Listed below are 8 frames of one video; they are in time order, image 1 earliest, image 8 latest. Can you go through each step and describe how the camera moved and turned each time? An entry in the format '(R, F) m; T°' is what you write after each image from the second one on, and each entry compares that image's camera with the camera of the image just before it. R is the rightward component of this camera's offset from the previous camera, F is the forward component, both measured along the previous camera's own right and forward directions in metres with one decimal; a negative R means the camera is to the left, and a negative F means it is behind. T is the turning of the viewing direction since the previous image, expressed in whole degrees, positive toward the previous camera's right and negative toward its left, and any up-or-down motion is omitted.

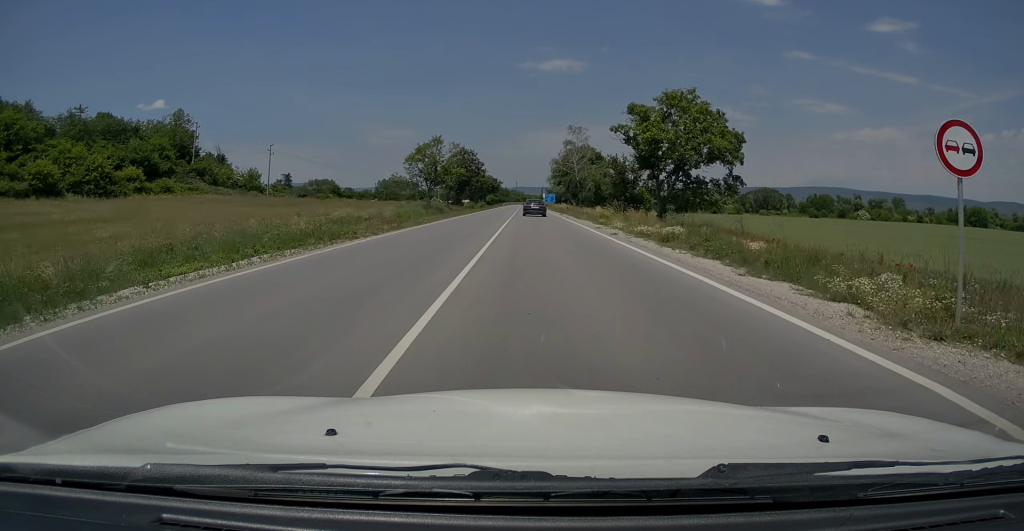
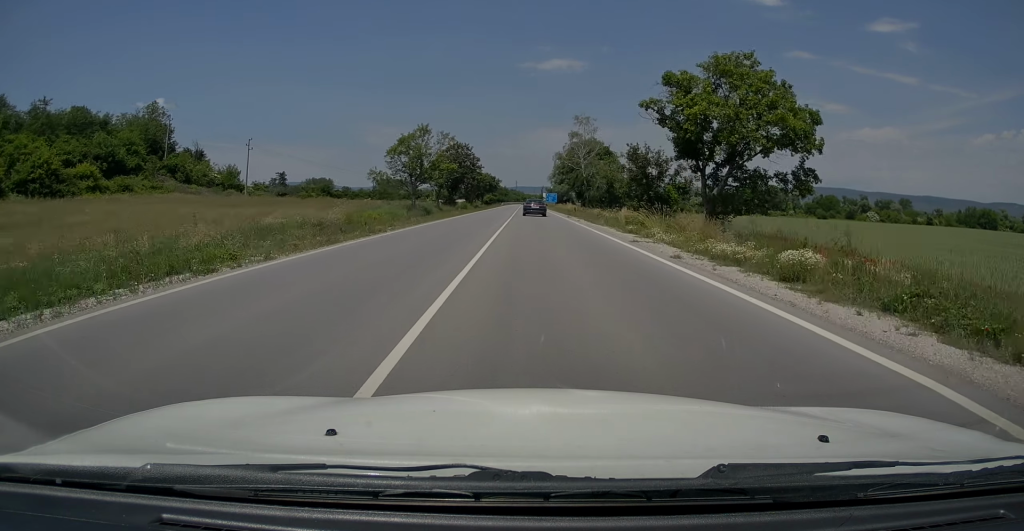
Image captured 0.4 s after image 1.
(0.0, +9.8) m; 0°
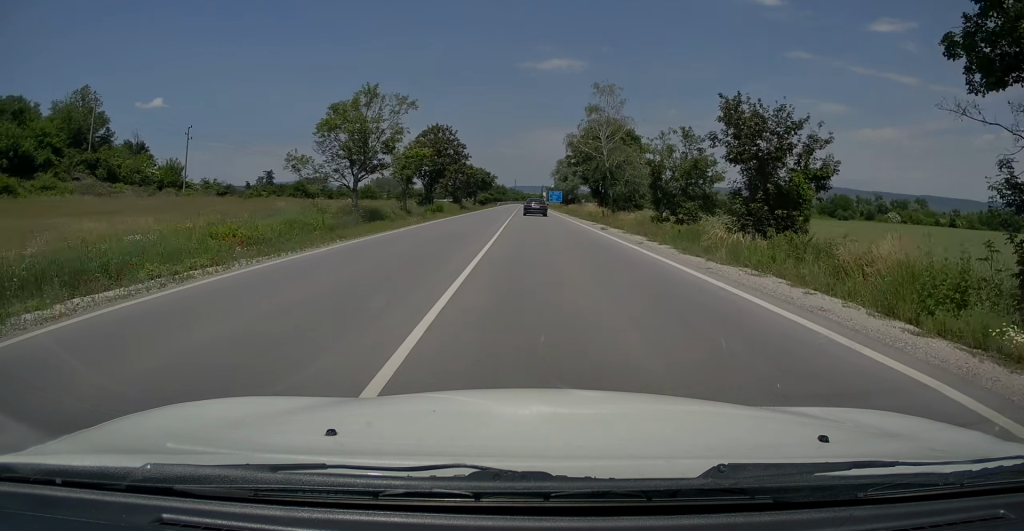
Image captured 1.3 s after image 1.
(0.0, +21.5) m; 0°
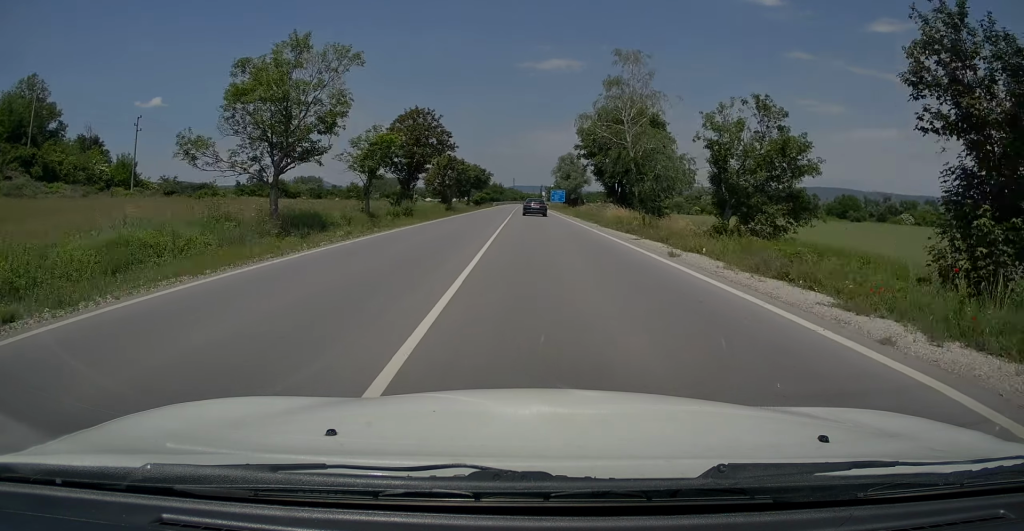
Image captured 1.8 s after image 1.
(+0.1, +13.2) m; 0°
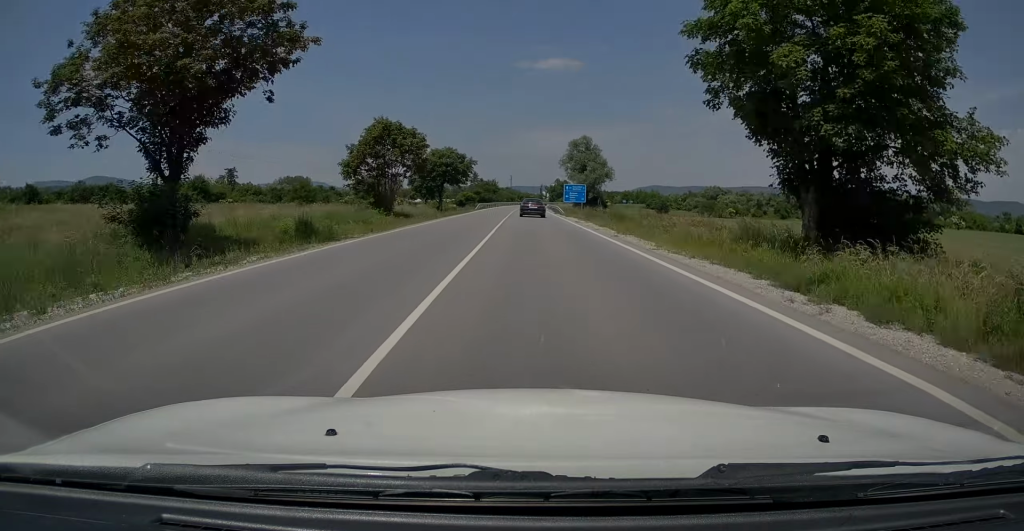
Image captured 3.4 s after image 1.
(0.0, +40.6) m; 0°
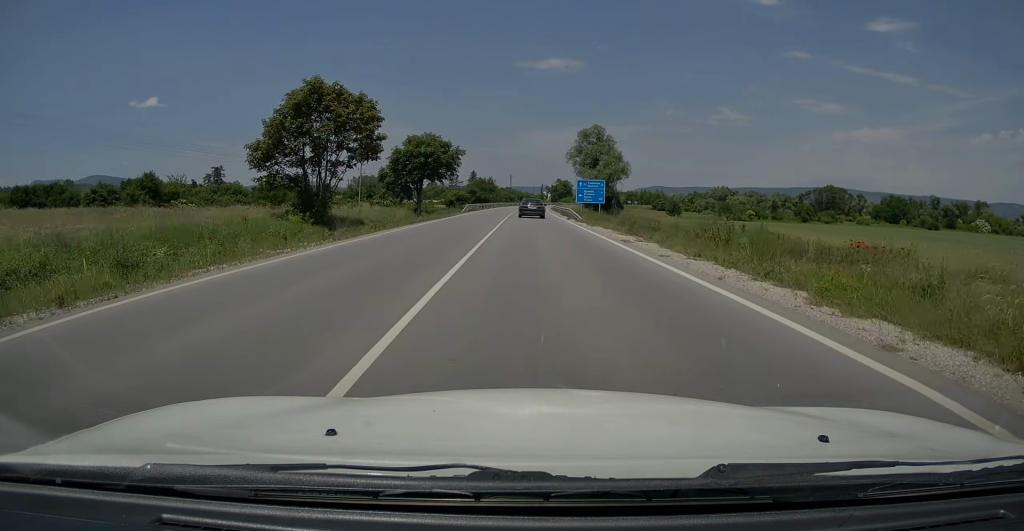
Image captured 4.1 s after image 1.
(+0.1, +17.3) m; 0°
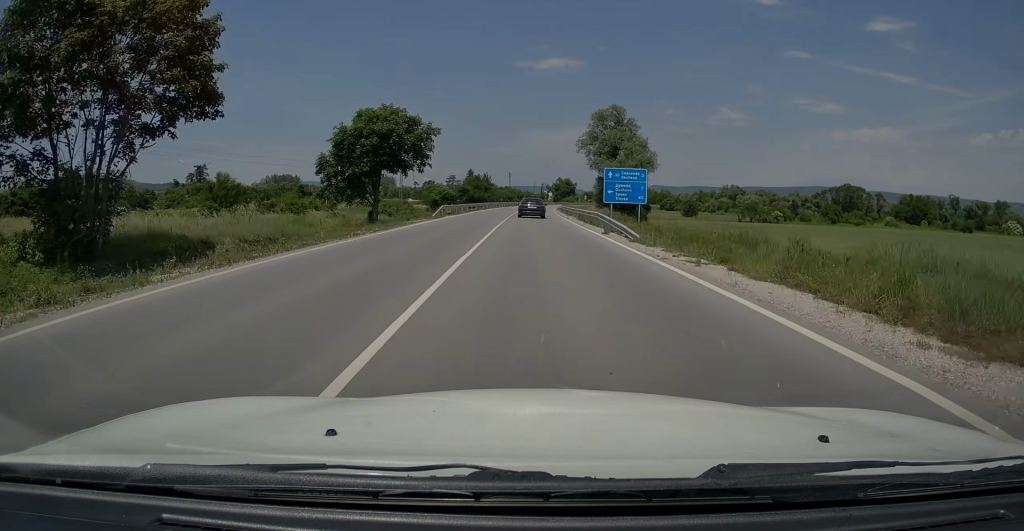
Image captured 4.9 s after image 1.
(0.0, +19.7) m; 0°
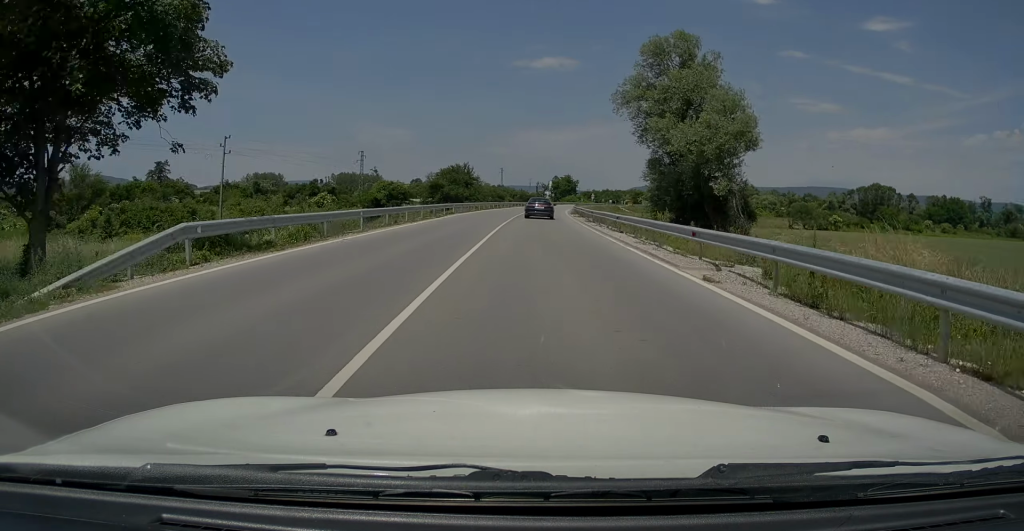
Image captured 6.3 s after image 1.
(+0.2, +34.3) m; +1°
